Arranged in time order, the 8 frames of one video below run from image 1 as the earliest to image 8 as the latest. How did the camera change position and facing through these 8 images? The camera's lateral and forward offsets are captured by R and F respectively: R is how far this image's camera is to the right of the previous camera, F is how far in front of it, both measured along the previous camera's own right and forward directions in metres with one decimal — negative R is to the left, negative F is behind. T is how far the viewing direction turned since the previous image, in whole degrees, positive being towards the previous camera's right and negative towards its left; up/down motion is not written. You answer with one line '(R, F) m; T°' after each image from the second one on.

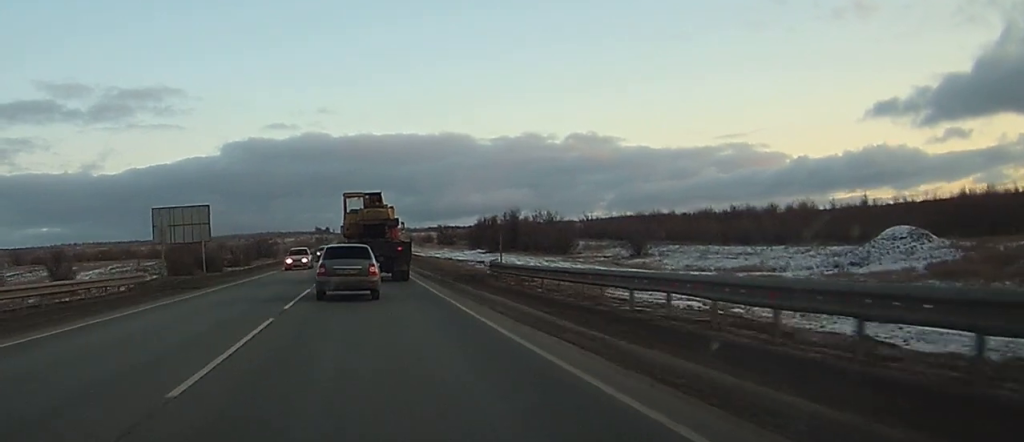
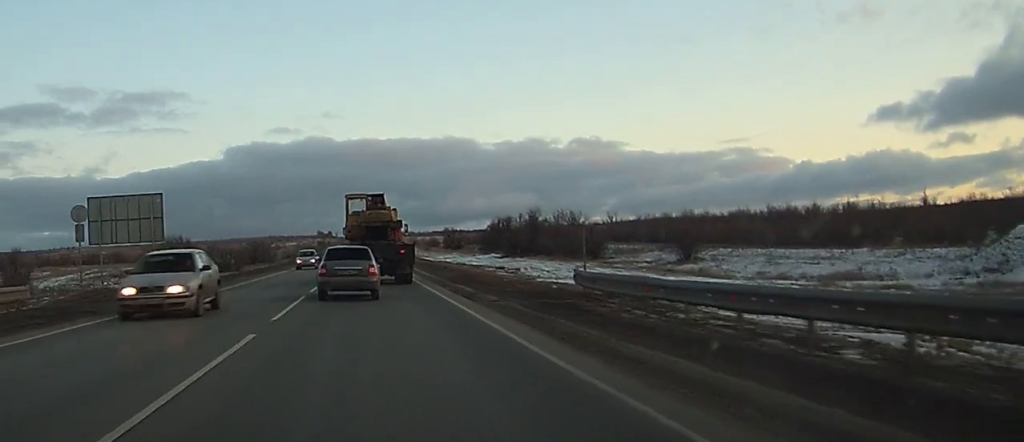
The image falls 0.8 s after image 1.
(0.0, +14.8) m; 0°
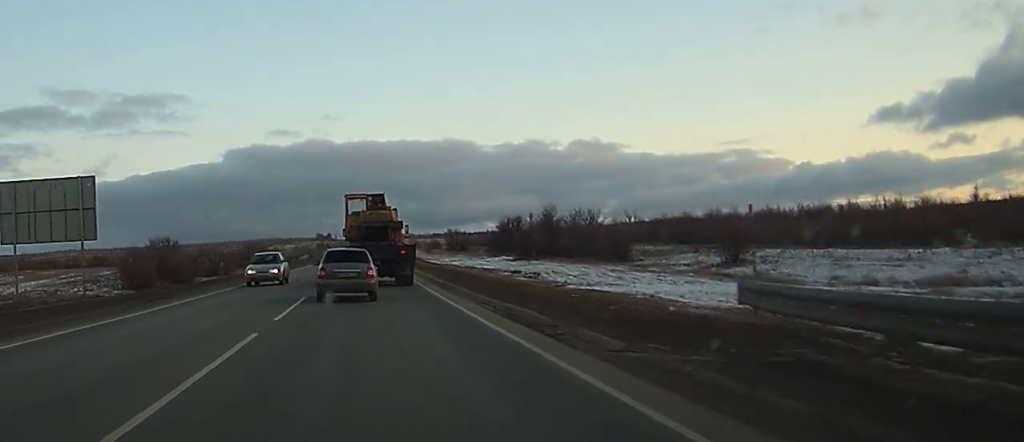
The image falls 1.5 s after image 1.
(0.0, +11.4) m; 0°
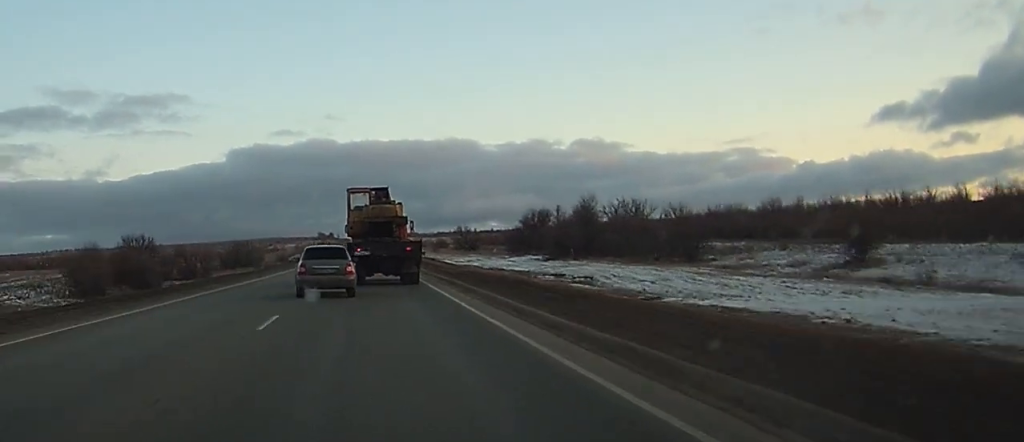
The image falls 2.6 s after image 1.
(+0.2, +20.2) m; 0°
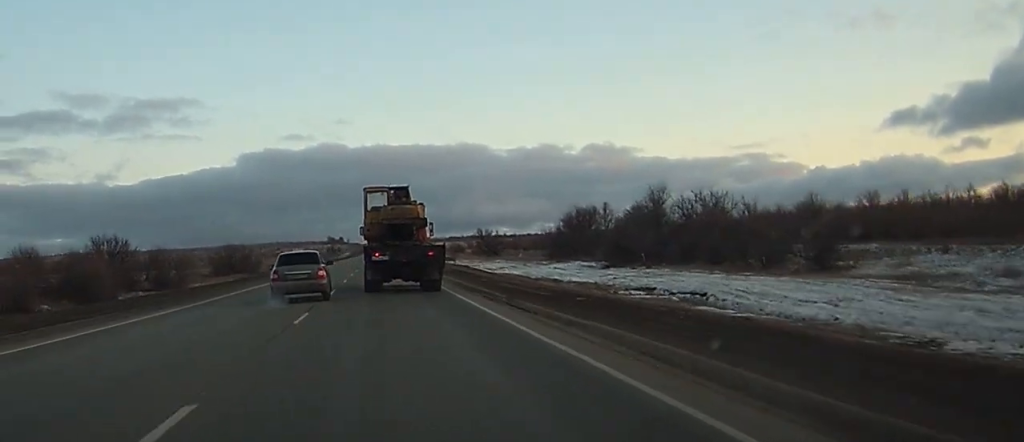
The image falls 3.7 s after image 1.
(-0.1, +21.5) m; -1°
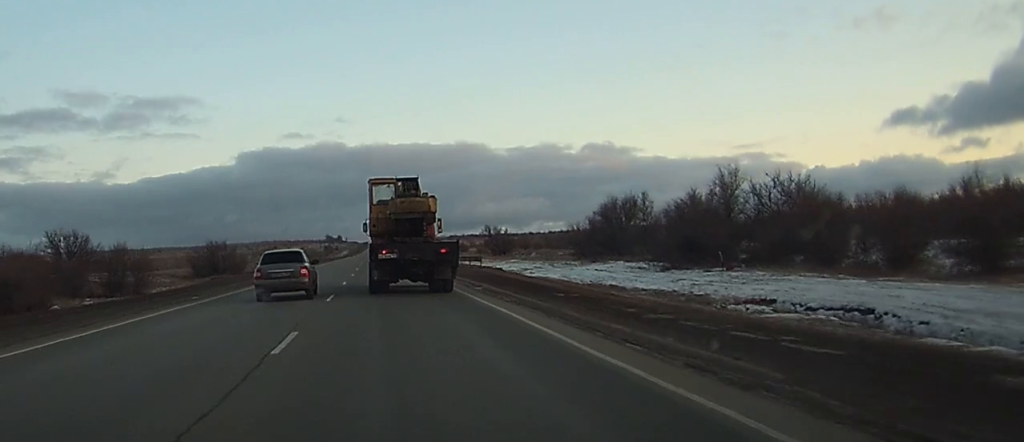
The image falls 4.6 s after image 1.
(-0.1, +16.9) m; -1°
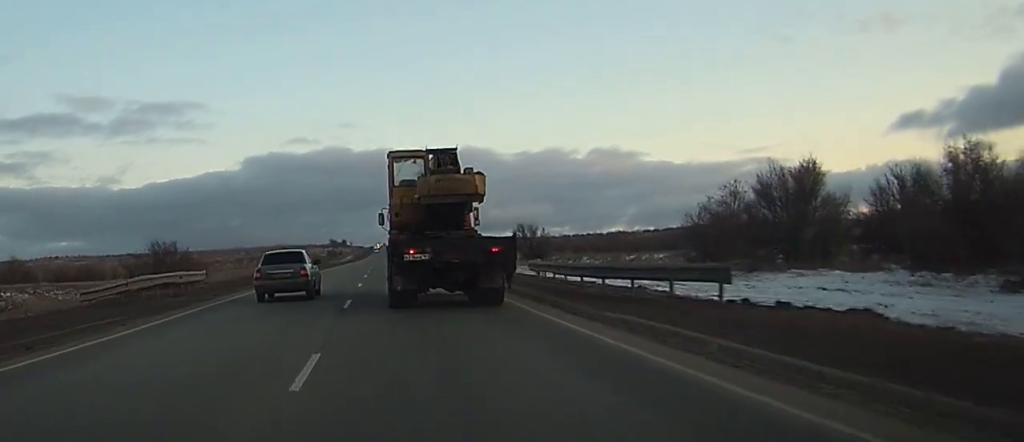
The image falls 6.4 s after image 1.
(-0.2, +38.2) m; 0°
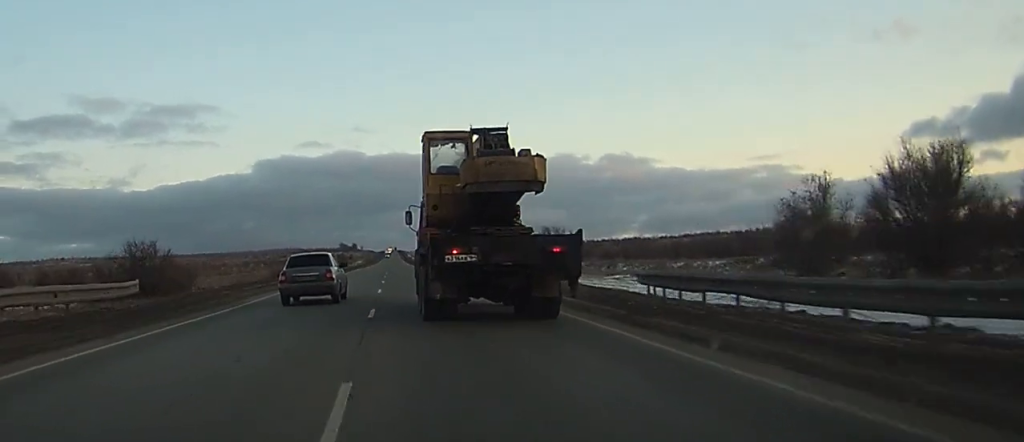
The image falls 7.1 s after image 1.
(0.0, +14.1) m; 0°
